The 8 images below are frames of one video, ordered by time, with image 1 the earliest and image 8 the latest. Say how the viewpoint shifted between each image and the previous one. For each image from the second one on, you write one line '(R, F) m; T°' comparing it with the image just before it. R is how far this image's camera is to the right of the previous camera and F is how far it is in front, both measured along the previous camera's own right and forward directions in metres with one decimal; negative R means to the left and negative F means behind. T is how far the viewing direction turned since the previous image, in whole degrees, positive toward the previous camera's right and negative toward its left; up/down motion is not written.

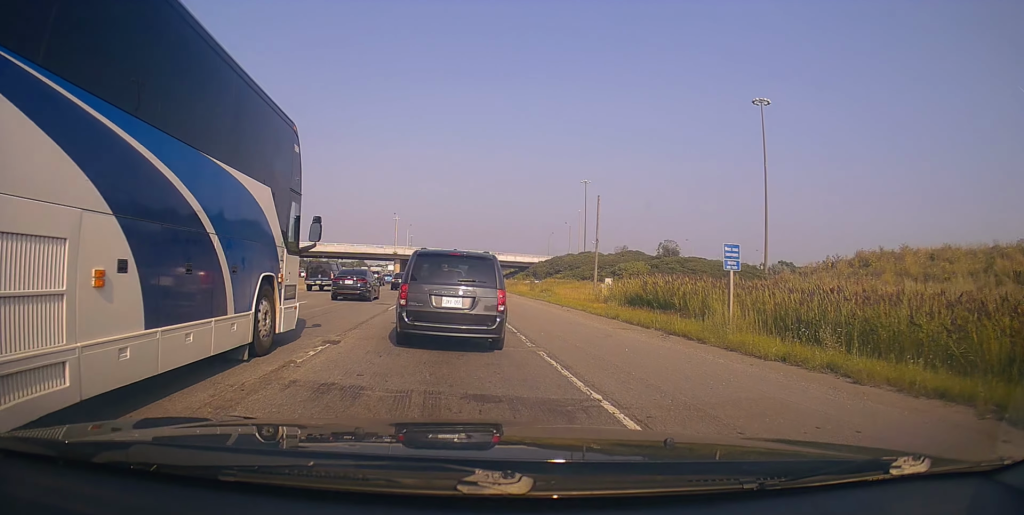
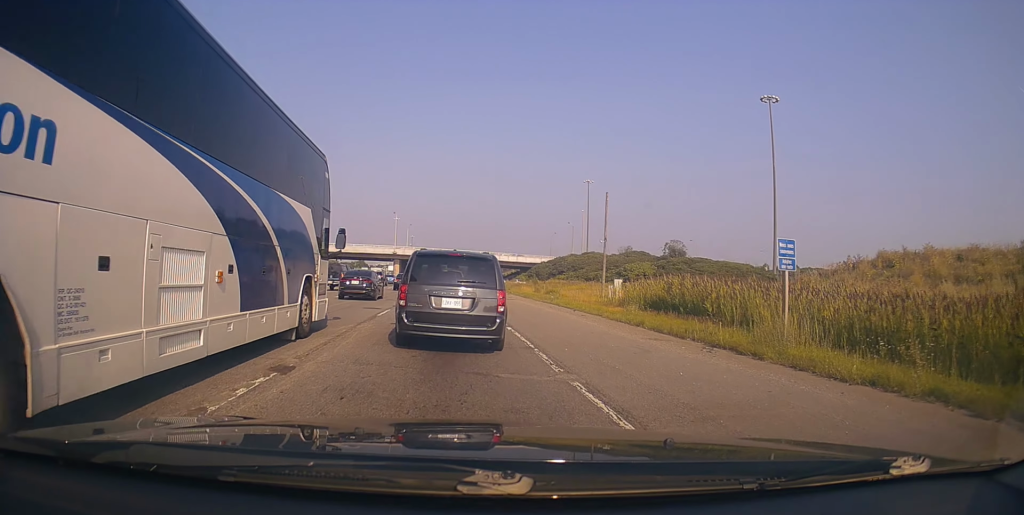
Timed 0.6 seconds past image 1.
(0.0, +2.9) m; 0°
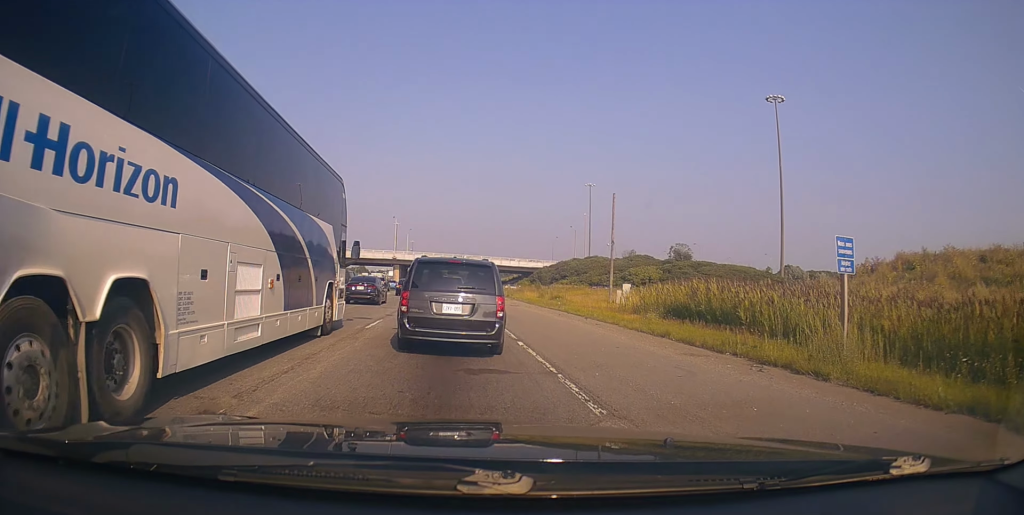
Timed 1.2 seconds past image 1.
(0.0, +2.4) m; 0°
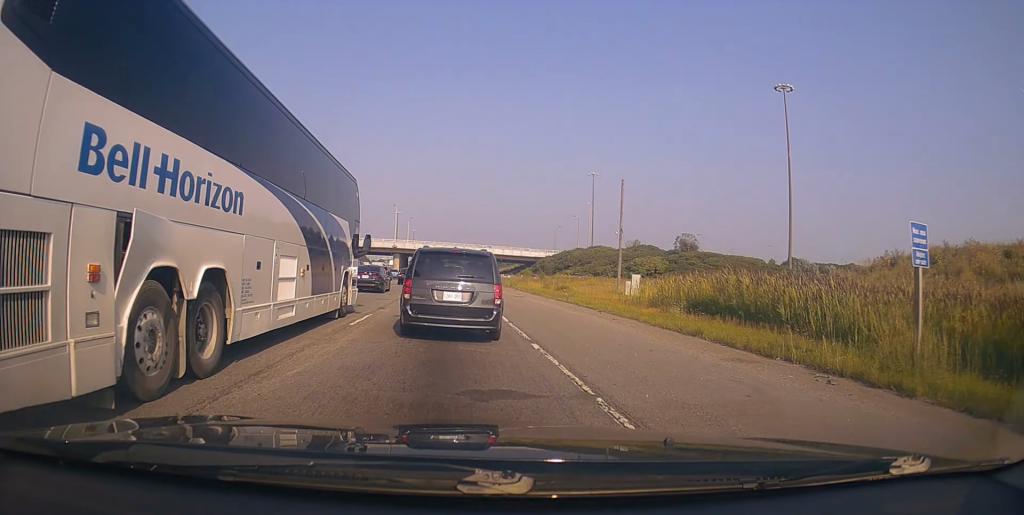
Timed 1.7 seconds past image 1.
(0.0, +2.3) m; 0°
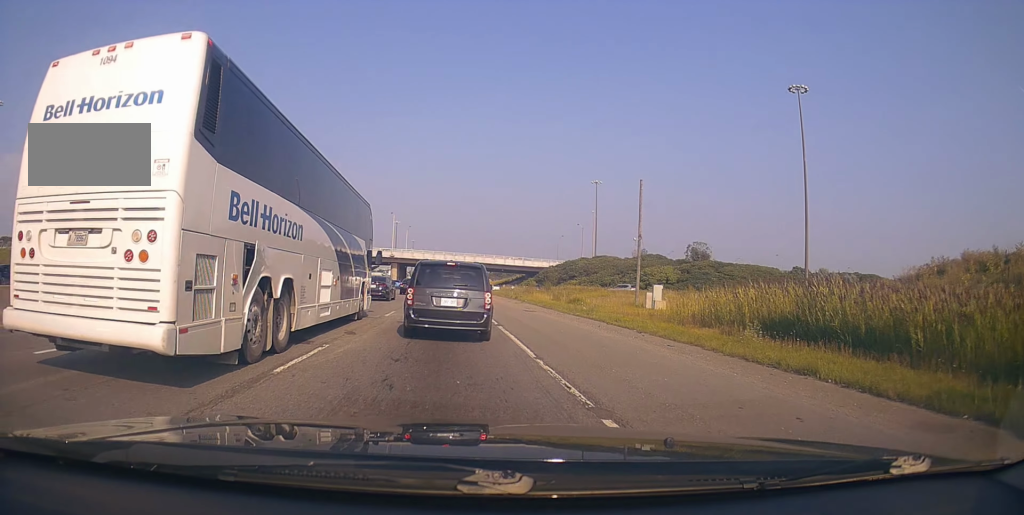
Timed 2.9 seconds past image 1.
(0.0, +5.1) m; 0°
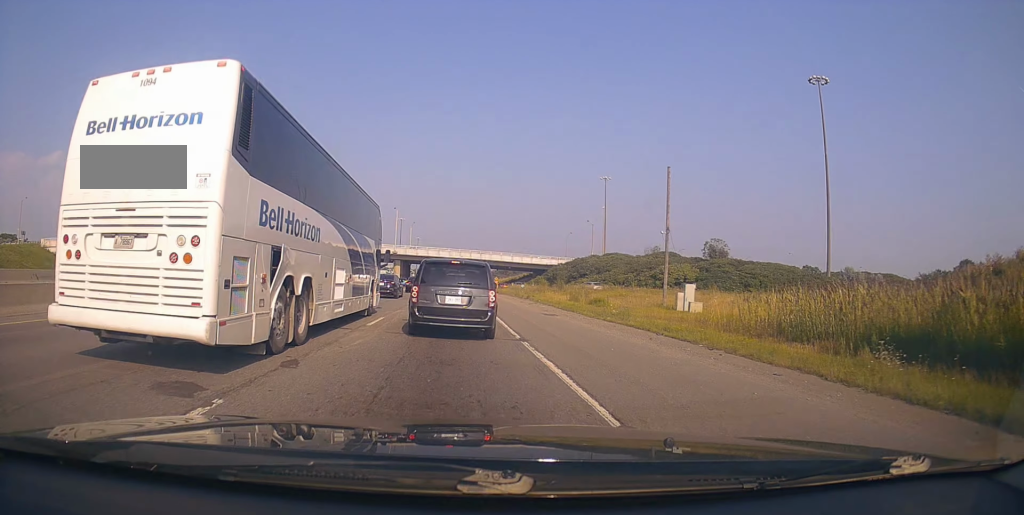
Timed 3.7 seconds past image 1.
(0.0, +4.4) m; 0°
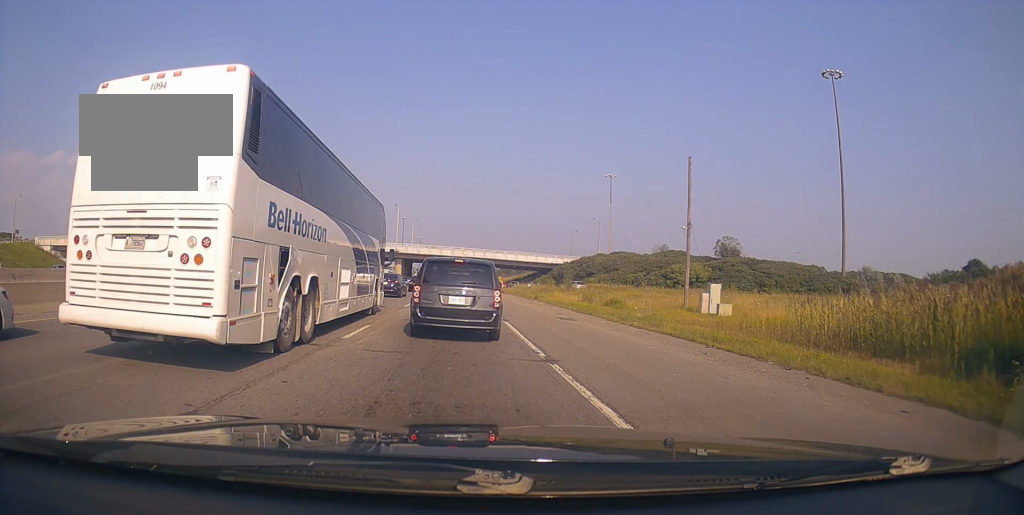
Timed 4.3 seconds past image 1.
(0.0, +3.0) m; 0°
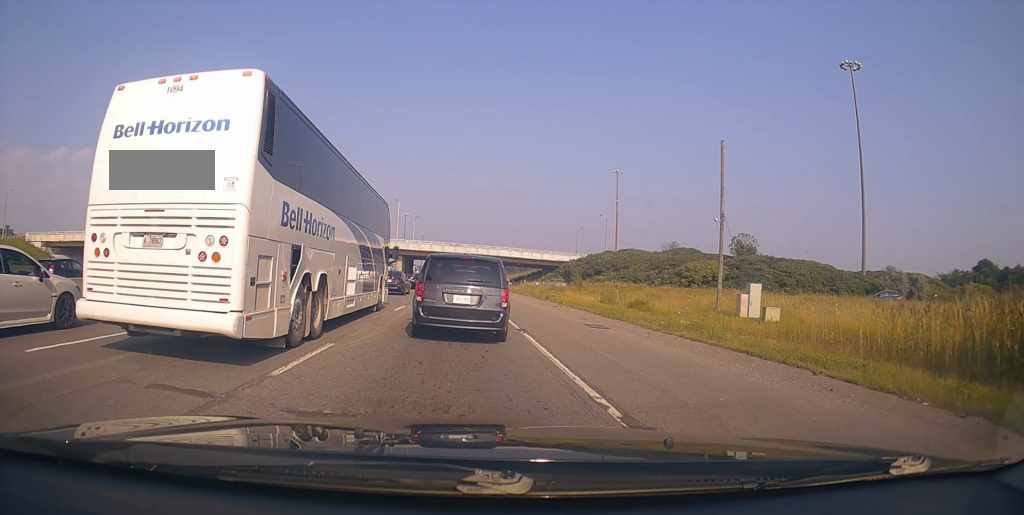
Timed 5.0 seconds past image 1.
(0.0, +4.6) m; 0°
